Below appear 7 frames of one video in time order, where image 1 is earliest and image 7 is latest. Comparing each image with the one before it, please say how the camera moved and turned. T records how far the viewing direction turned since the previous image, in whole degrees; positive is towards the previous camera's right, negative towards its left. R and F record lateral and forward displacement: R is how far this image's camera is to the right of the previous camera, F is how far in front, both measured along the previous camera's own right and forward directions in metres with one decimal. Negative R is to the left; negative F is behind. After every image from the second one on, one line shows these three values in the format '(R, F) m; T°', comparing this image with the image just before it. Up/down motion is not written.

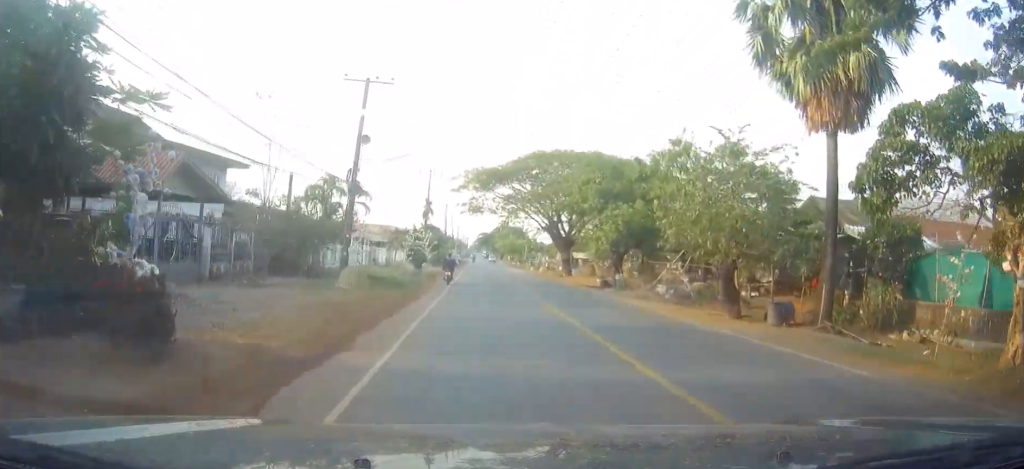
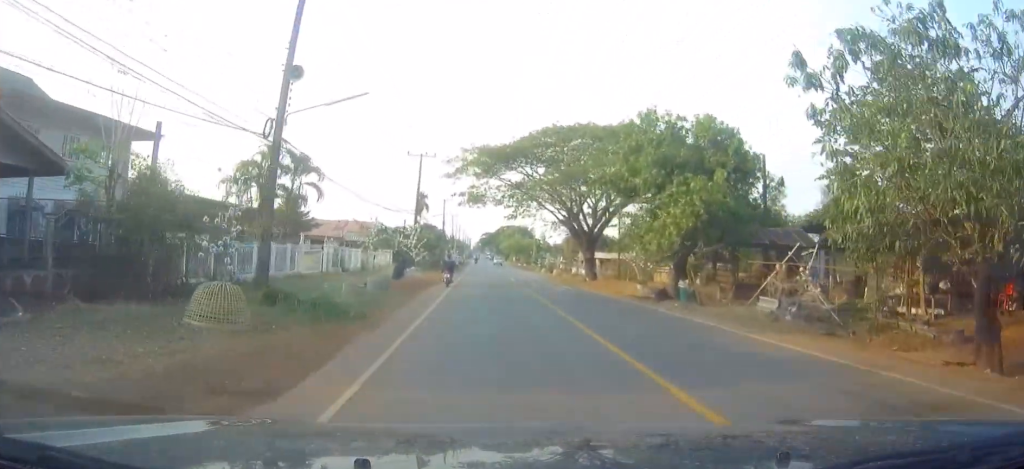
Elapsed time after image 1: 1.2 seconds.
(+0.2, +12.9) m; 0°
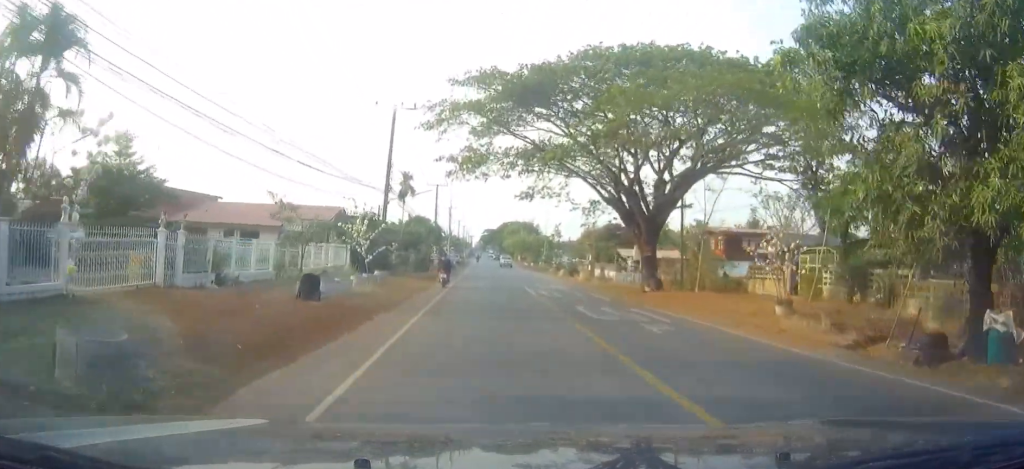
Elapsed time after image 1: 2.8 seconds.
(-0.3, +19.0) m; 0°
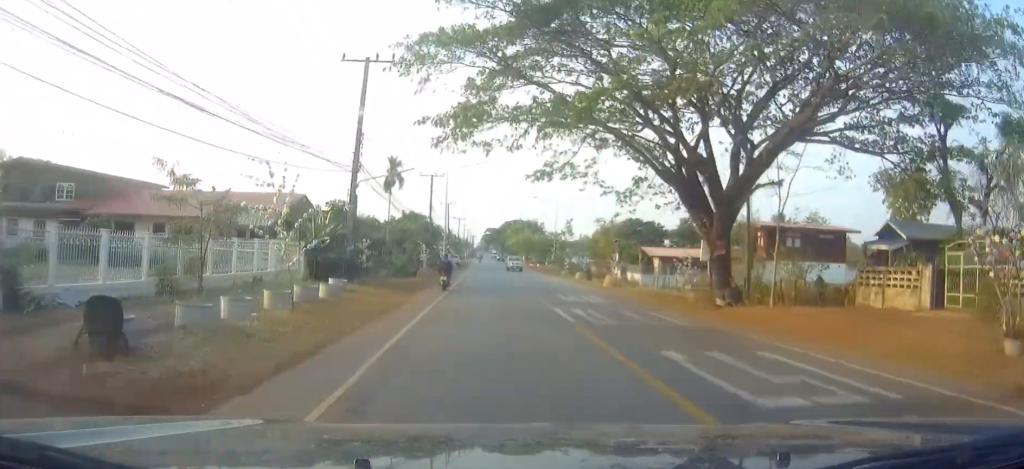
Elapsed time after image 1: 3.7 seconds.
(0.0, +10.3) m; 0°
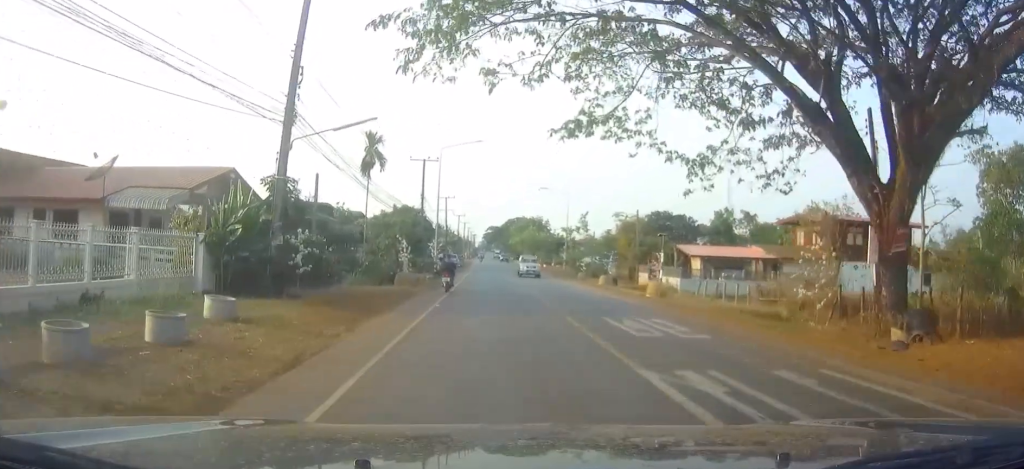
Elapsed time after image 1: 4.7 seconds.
(0.0, +11.1) m; 0°
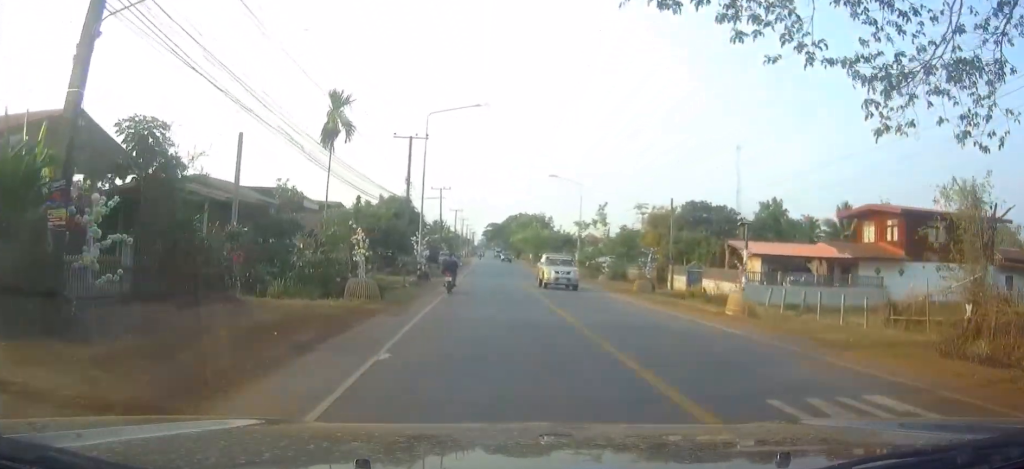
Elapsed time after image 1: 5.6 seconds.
(+0.1, +10.8) m; 0°
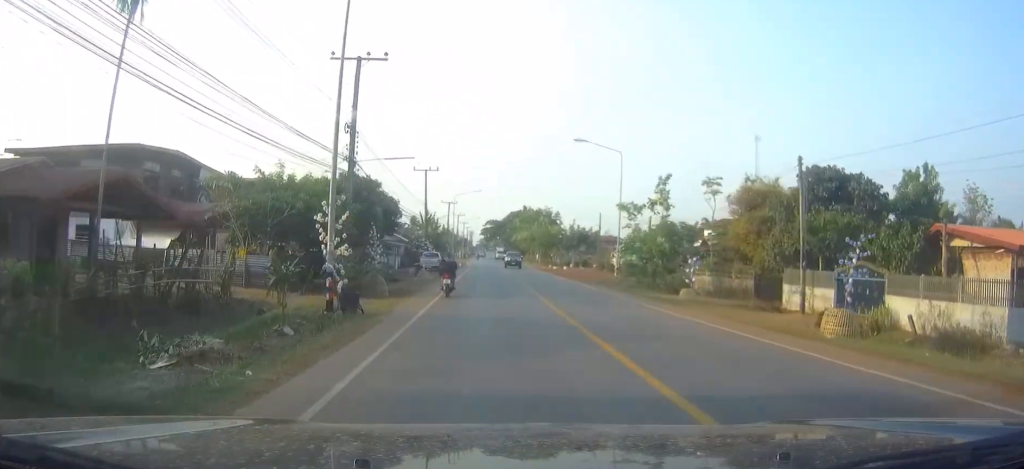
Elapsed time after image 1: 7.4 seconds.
(-0.1, +20.2) m; 0°
